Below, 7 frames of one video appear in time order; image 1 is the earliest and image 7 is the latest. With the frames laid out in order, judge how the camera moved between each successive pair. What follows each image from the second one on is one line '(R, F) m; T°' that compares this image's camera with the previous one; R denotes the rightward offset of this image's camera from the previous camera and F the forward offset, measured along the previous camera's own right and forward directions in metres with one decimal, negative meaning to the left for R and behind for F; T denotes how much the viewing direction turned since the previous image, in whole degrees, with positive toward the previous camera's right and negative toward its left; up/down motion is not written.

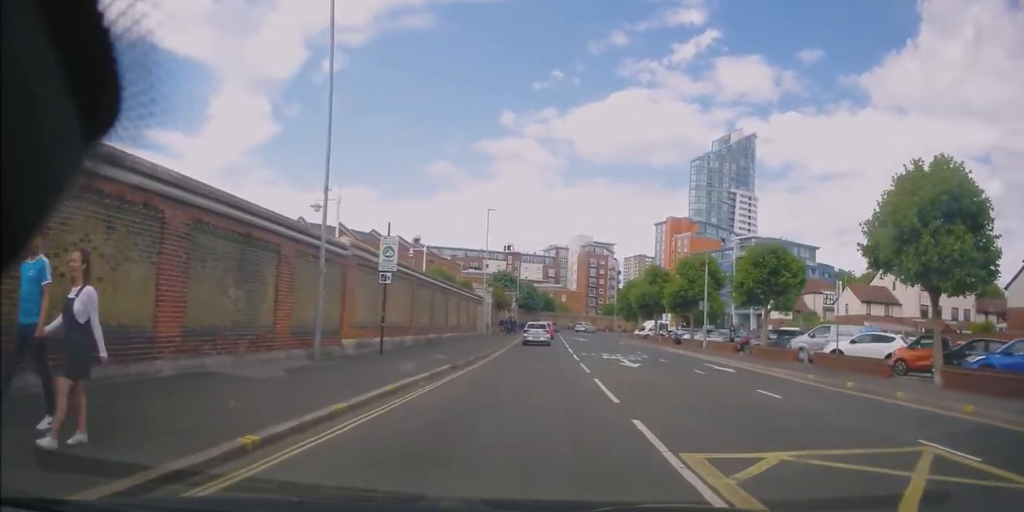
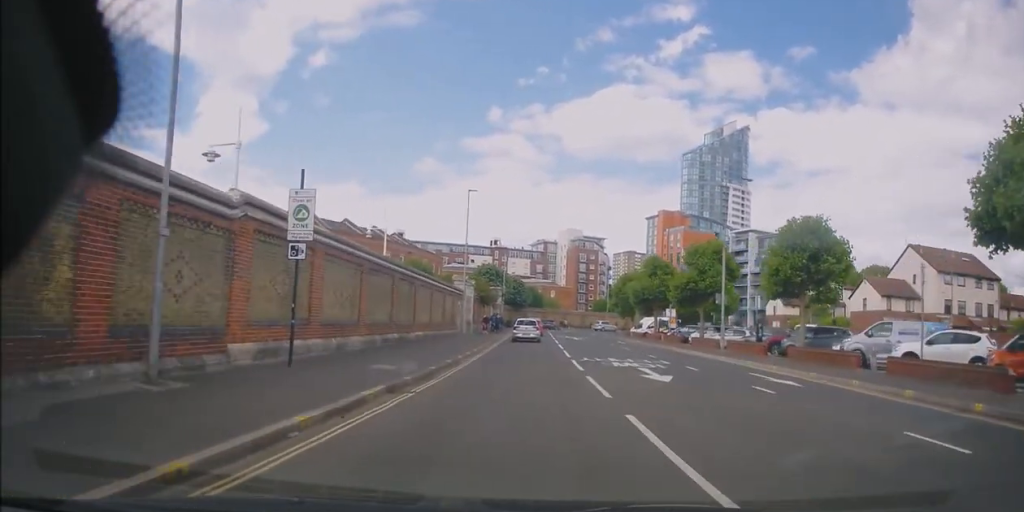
(0.0, +6.2) m; 0°
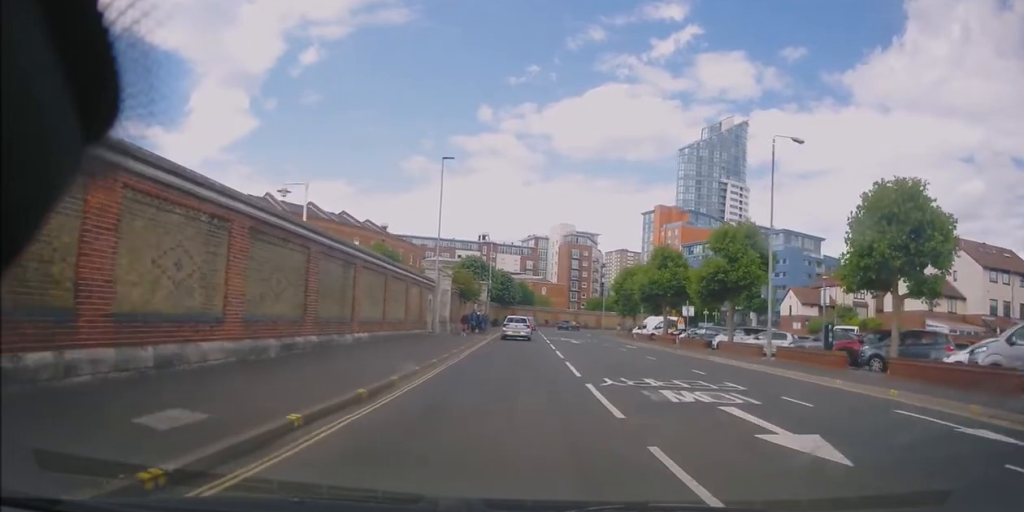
(0.0, +8.3) m; 0°
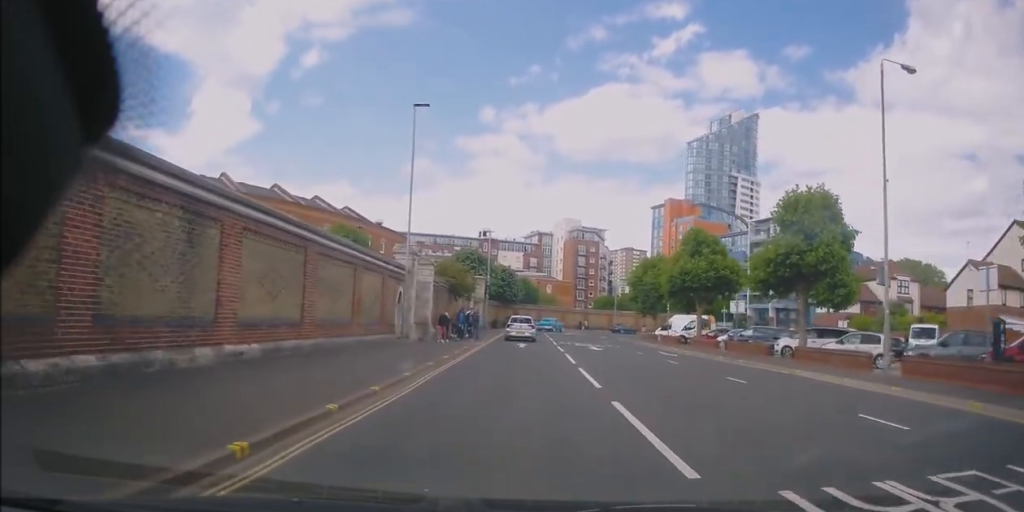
(0.0, +9.4) m; -1°
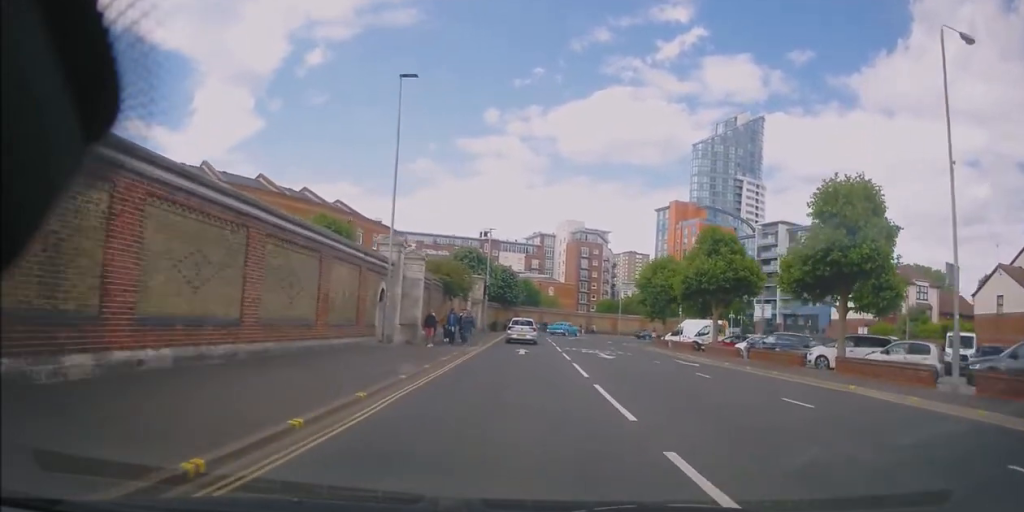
(0.0, +3.6) m; -1°
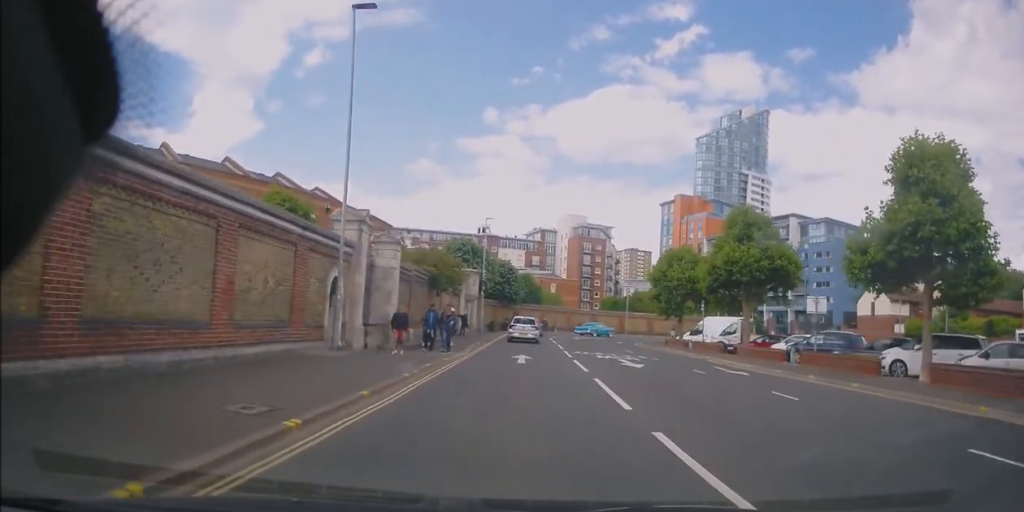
(-0.2, +5.9) m; -1°
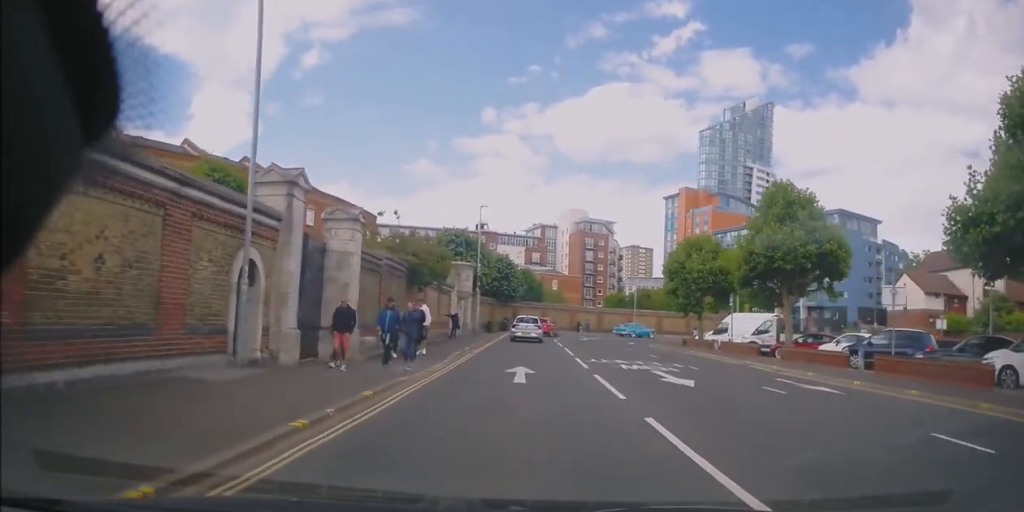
(-0.1, +5.8) m; +1°
